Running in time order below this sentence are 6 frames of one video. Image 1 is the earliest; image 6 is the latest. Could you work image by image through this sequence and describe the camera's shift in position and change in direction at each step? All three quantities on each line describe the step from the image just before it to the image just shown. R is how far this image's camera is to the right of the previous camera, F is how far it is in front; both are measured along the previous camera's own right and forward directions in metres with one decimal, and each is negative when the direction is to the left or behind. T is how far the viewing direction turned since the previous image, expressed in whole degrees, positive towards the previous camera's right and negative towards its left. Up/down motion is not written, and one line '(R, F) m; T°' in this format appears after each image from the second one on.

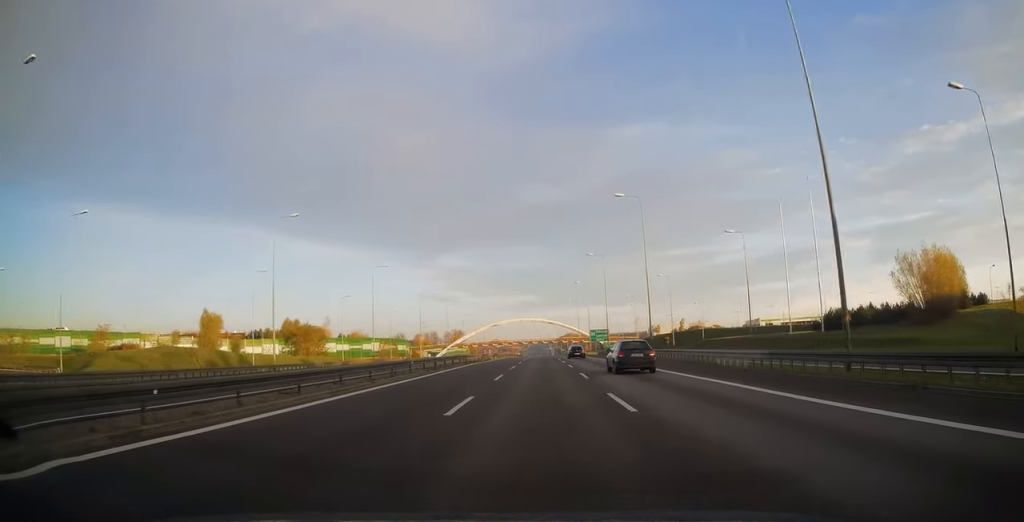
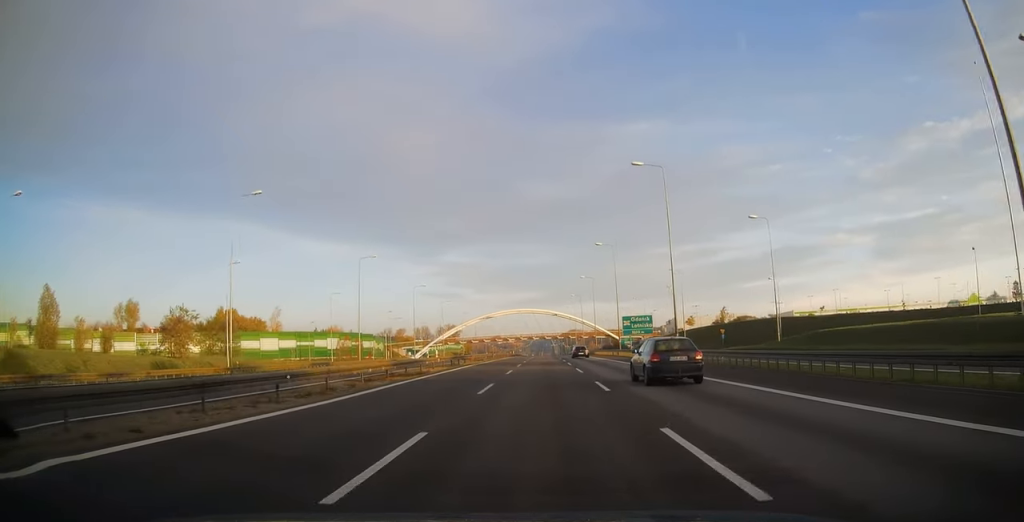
(-0.1, +42.5) m; 0°
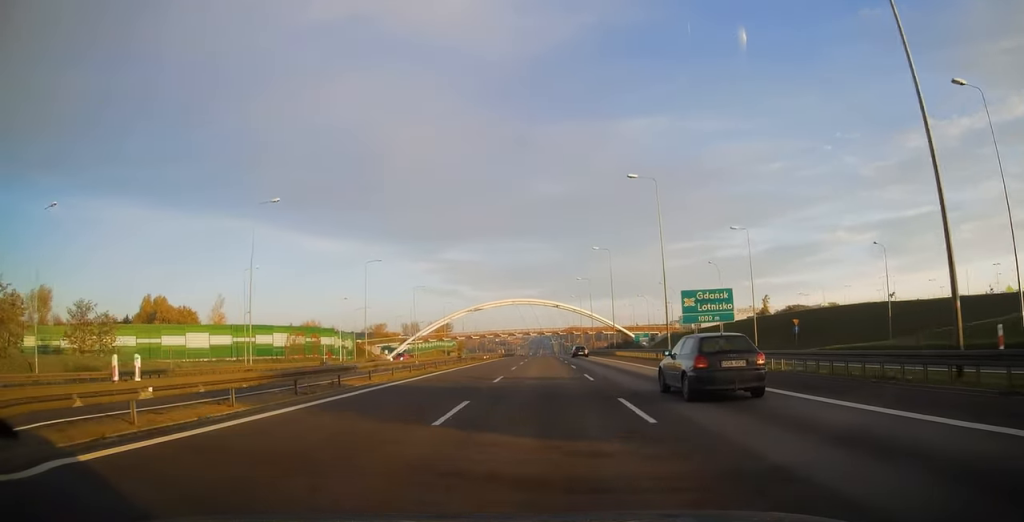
(0.0, +30.8) m; 0°
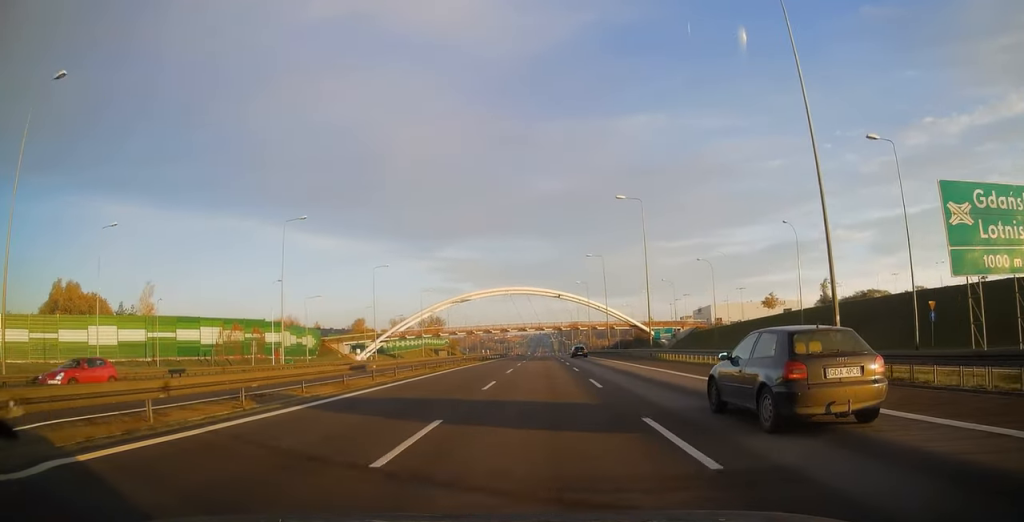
(0.0, +27.5) m; 0°
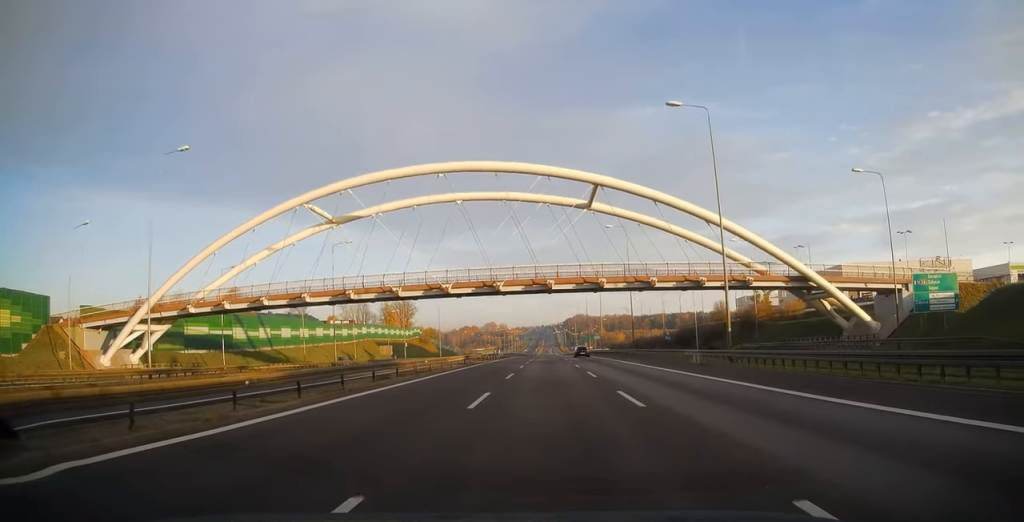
(-0.2, +88.8) m; 0°
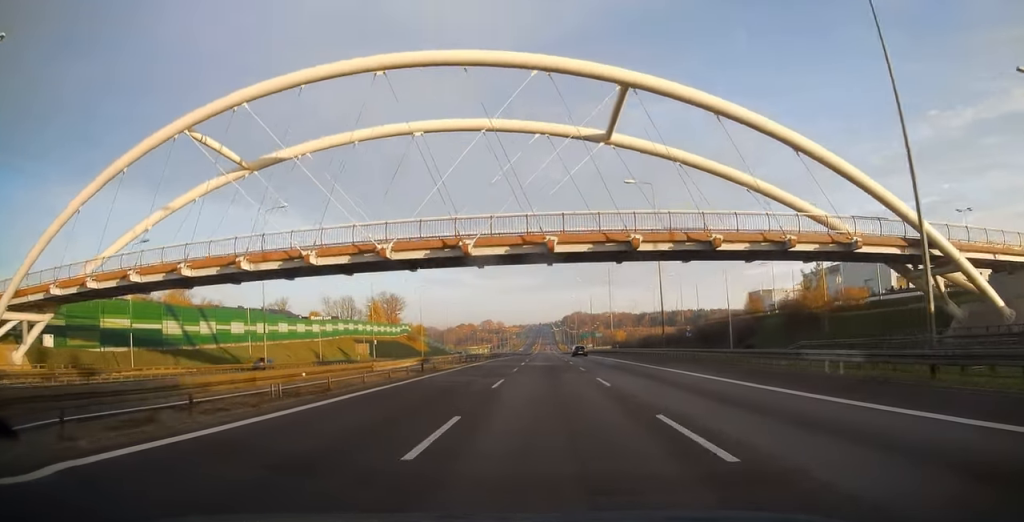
(0.0, +17.9) m; 0°
